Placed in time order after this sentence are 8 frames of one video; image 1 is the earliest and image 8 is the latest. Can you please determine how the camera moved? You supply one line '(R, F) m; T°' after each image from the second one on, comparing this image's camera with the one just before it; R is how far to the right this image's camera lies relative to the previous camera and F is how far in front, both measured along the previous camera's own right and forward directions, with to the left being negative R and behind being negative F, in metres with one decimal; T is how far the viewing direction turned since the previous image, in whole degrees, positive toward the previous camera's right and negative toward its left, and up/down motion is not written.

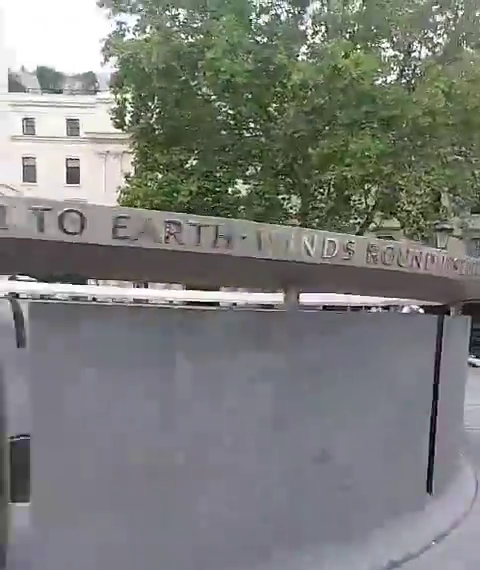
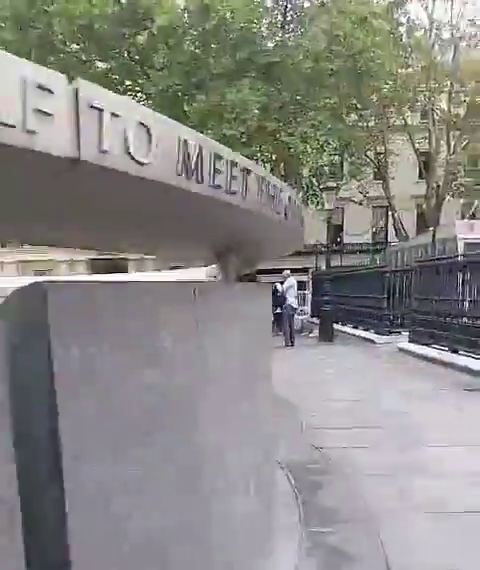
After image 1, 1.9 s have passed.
(+0.1, +2.5) m; +1°
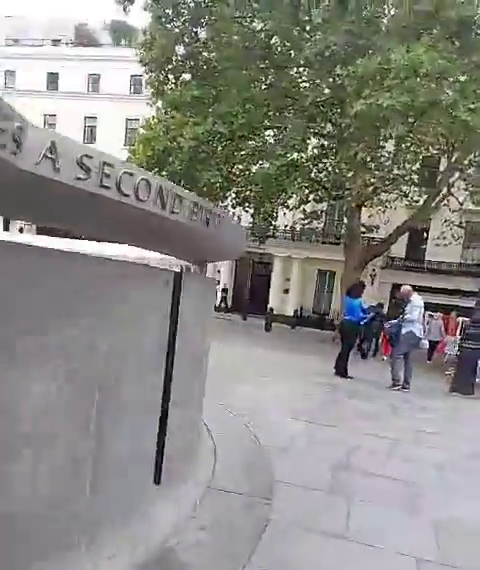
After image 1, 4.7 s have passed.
(-0.4, +3.6) m; -18°
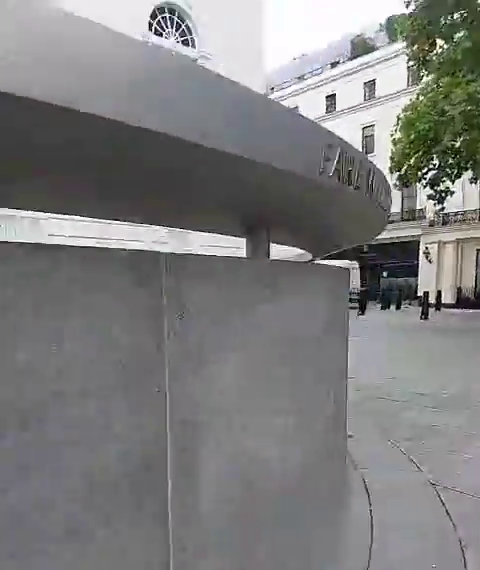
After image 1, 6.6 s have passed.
(-0.3, +2.5) m; -8°
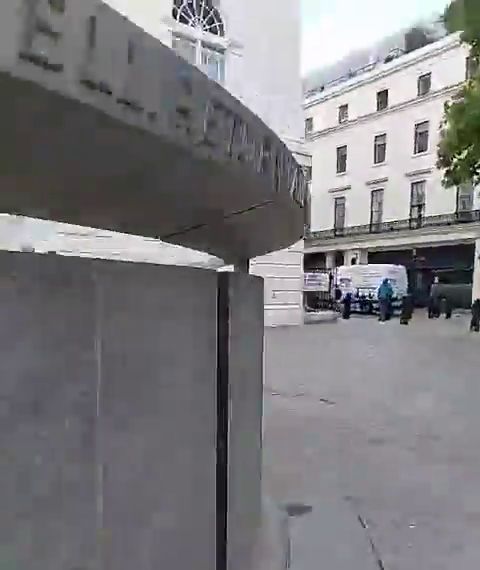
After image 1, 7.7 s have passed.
(0.0, +1.5) m; -3°
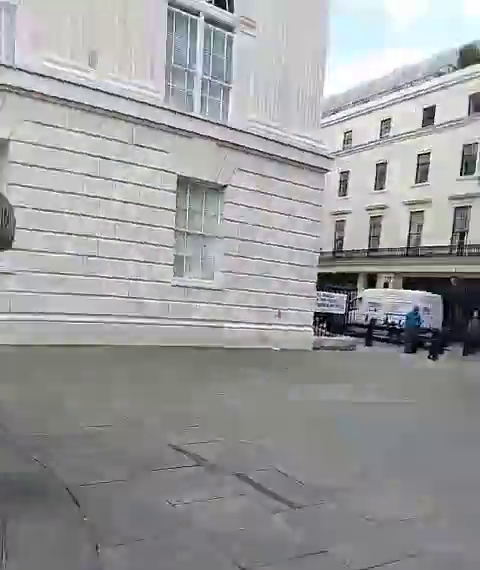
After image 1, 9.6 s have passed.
(-0.2, +2.9) m; -2°
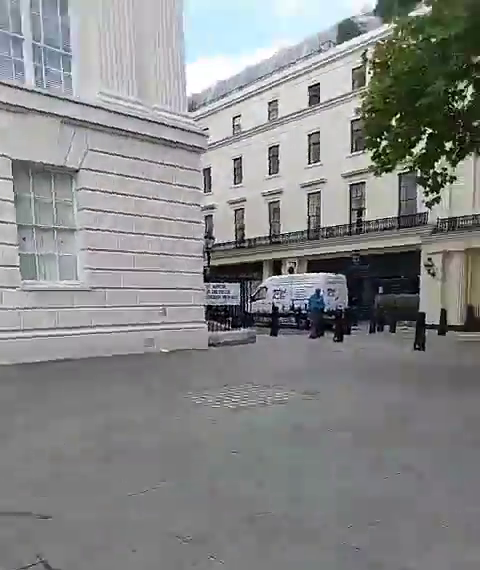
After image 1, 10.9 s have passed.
(0.0, +2.1) m; +4°
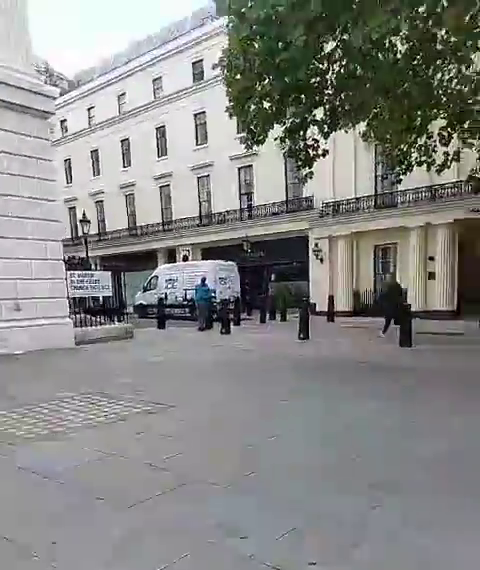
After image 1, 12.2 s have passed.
(+0.1, +2.2) m; +8°
